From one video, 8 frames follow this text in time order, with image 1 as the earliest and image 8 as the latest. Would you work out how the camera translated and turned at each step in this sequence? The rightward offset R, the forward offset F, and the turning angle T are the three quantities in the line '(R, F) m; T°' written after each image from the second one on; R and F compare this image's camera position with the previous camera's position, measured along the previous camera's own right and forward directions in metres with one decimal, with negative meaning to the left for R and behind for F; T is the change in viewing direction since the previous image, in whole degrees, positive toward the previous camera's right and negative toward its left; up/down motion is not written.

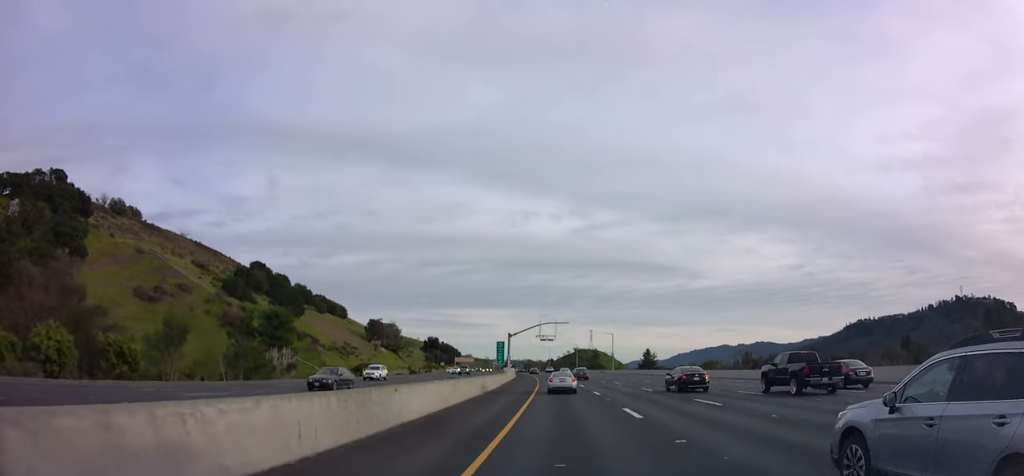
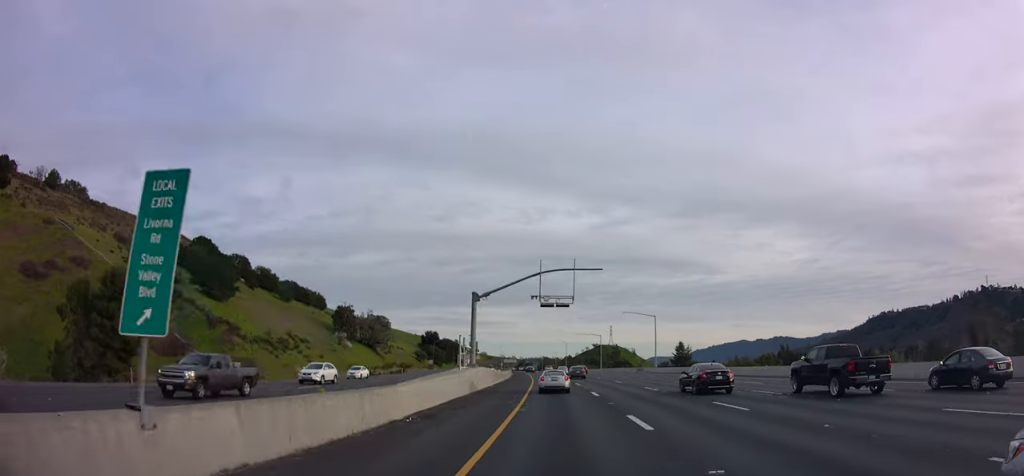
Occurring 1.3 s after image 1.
(-0.7, +46.7) m; -2°
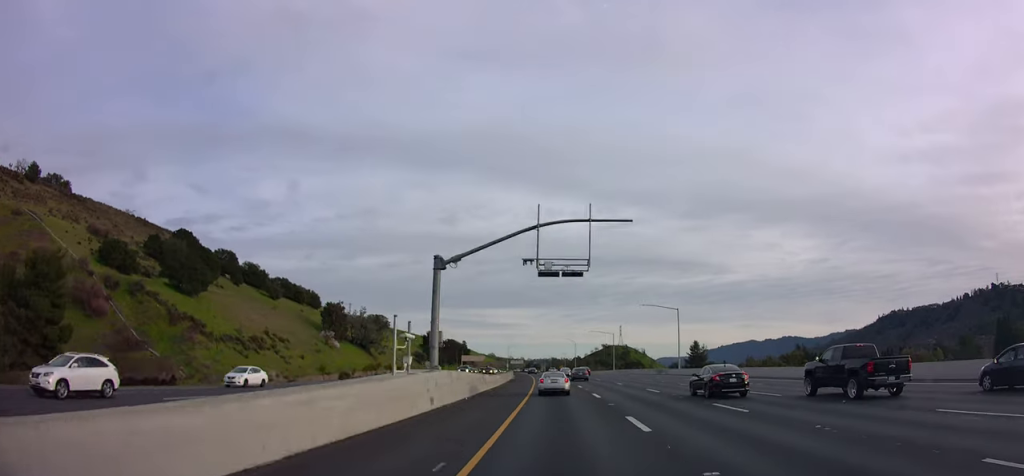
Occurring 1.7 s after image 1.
(-0.2, +14.4) m; -1°
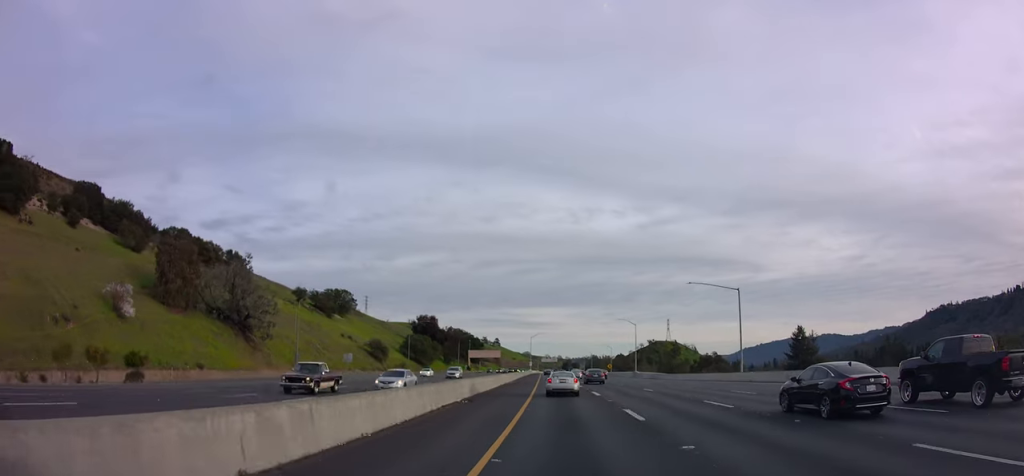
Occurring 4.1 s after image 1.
(-1.6, +84.2) m; -3°
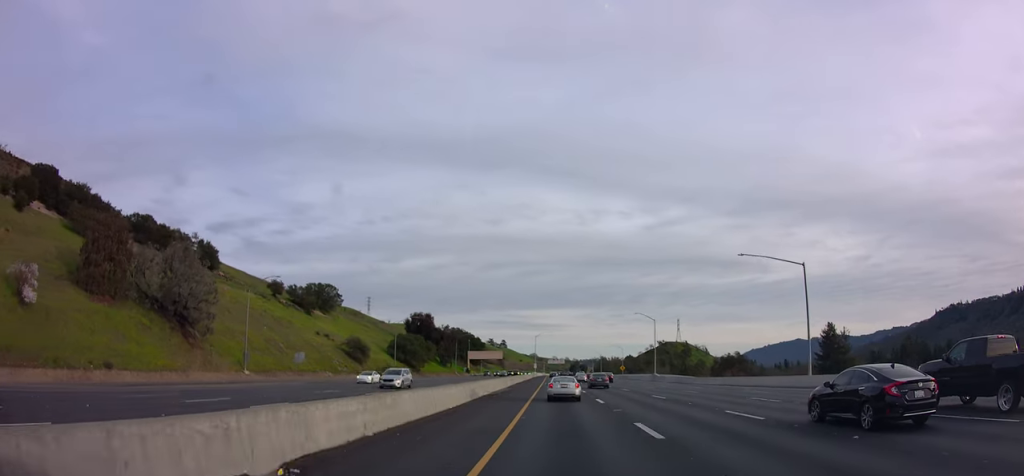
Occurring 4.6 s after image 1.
(-0.1, +17.7) m; -1°
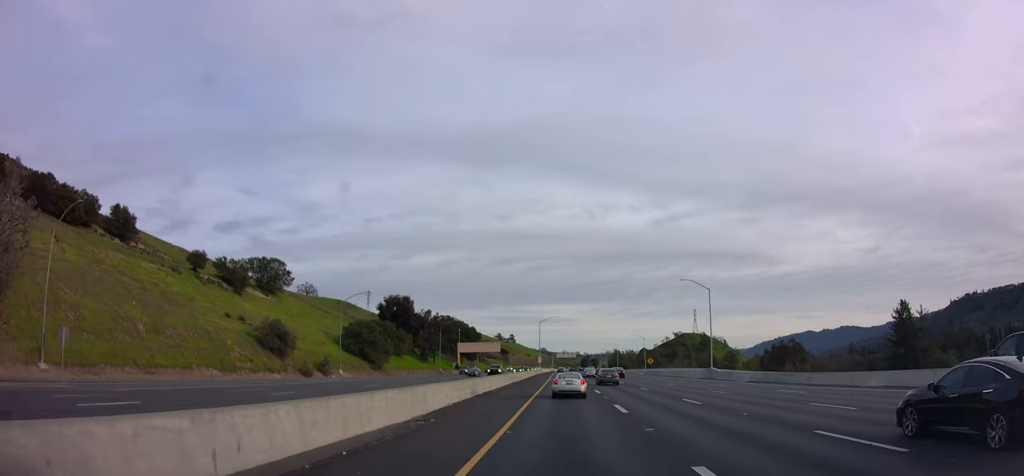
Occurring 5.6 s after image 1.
(-0.7, +36.8) m; -2°
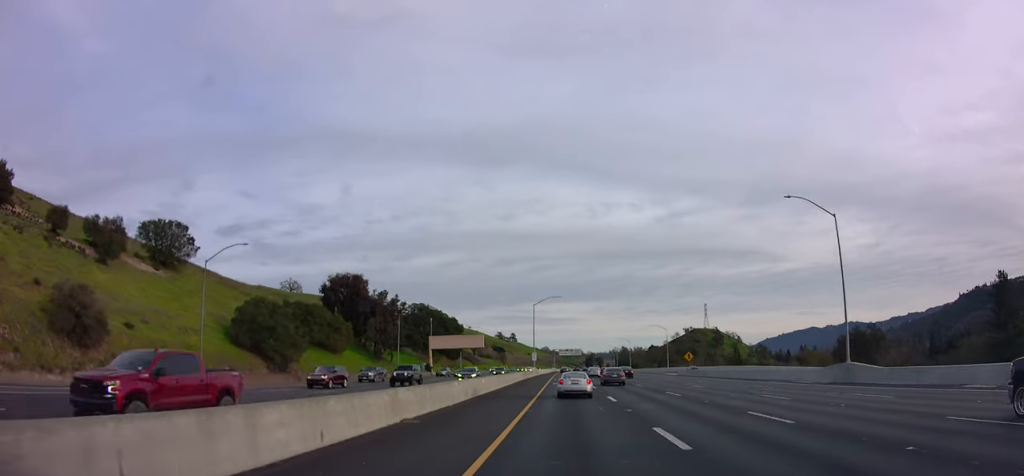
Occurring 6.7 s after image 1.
(-0.2, +38.0) m; 0°
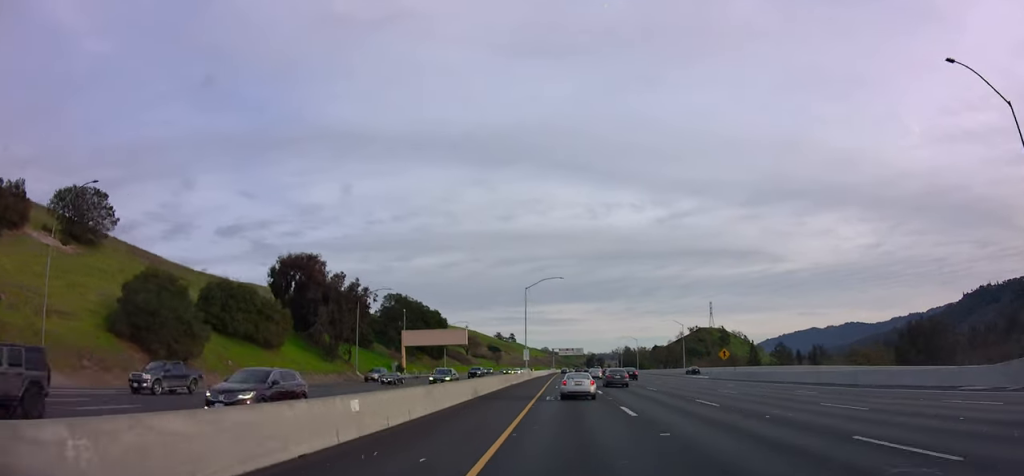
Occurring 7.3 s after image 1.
(+0.1, +21.4) m; 0°
